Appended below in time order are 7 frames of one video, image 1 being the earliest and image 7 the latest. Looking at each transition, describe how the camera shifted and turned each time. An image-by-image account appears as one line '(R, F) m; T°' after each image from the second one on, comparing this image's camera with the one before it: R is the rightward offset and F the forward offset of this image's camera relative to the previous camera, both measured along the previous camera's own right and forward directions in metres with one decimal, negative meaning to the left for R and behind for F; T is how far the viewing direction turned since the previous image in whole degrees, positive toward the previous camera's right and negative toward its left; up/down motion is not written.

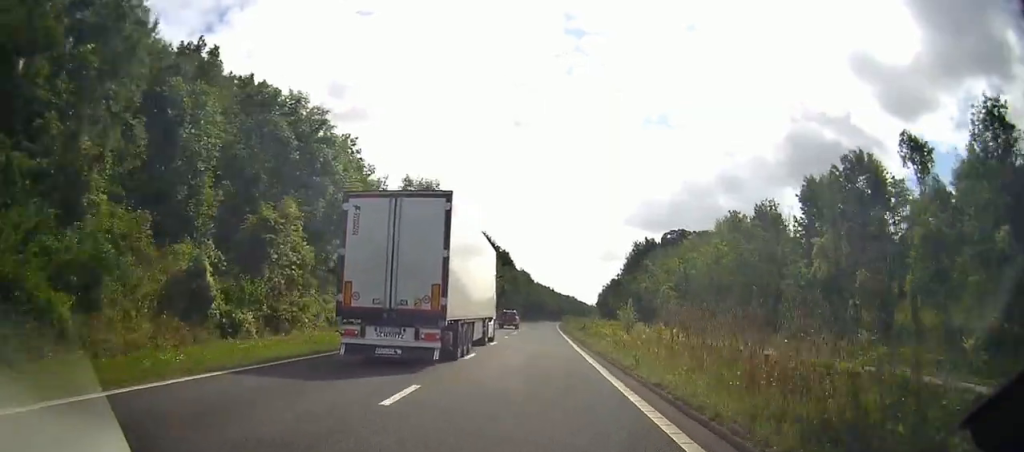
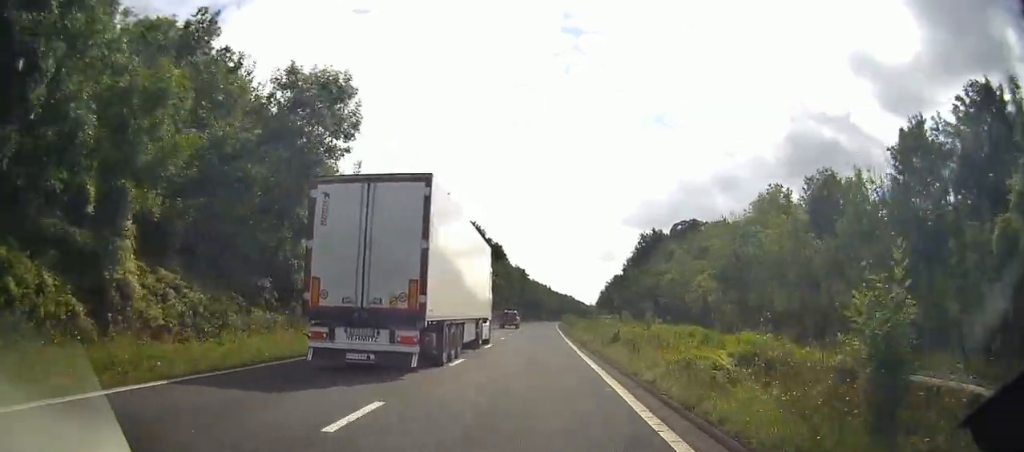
(0.0, +19.1) m; 0°
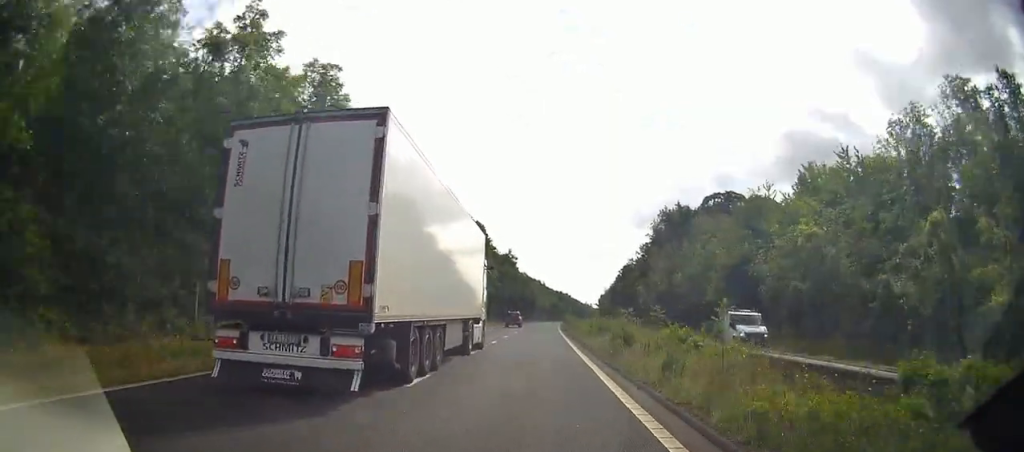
(+0.2, +39.0) m; 0°
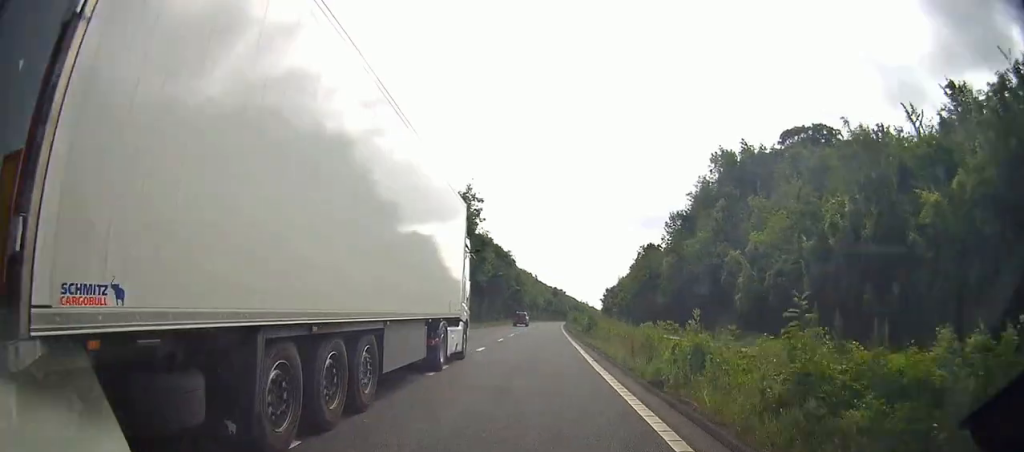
(+0.6, +50.1) m; +1°
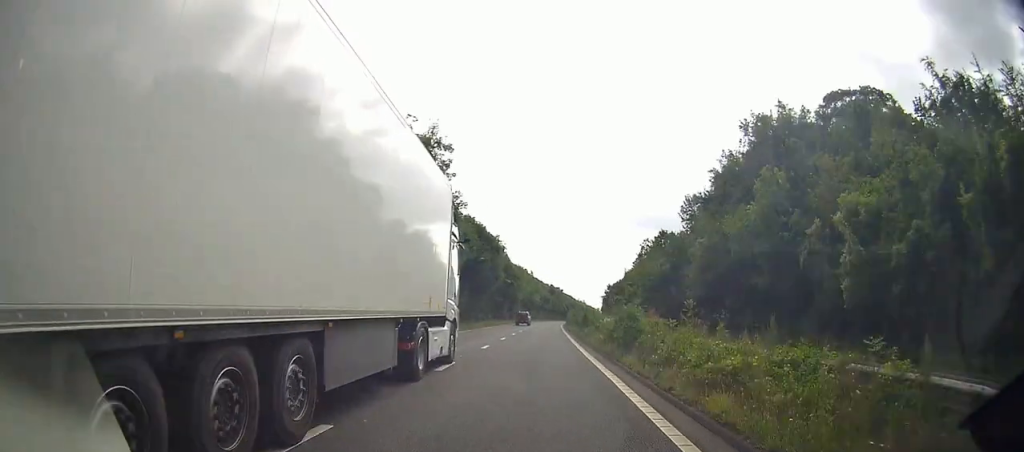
(0.0, +16.7) m; 0°
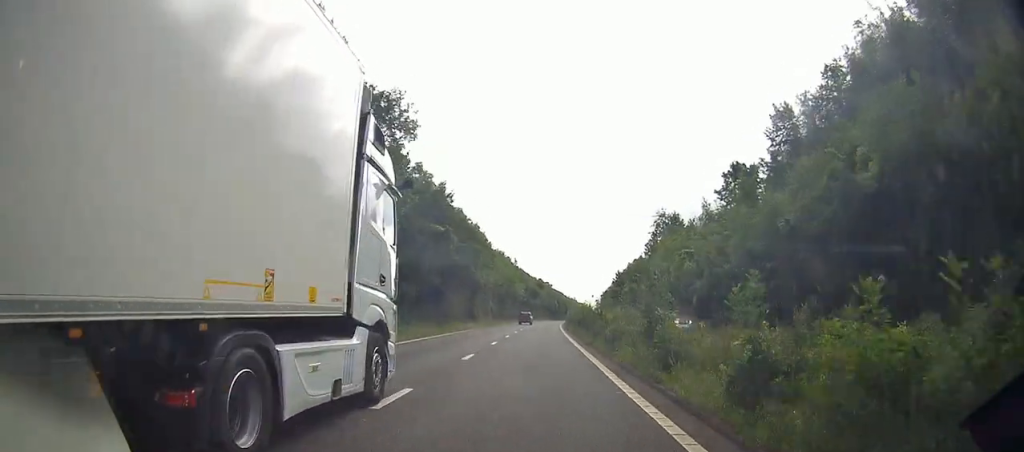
(+0.5, +48.7) m; +1°
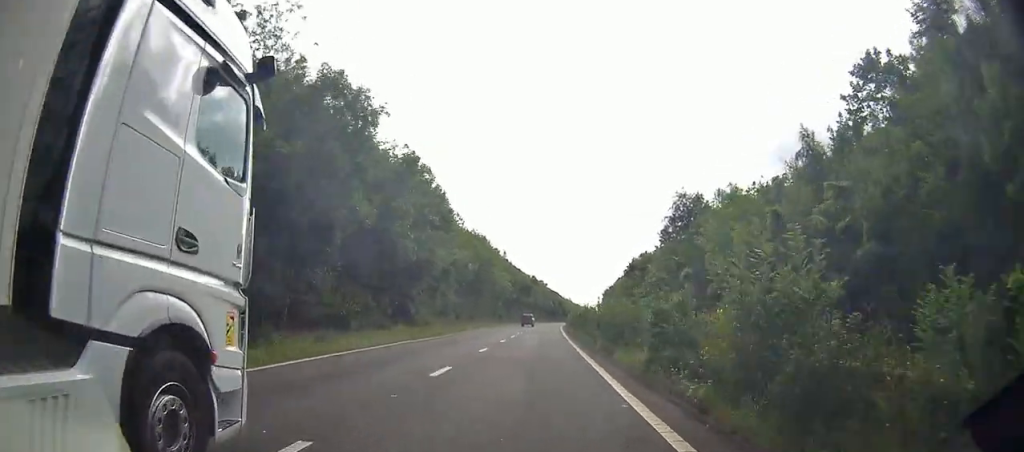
(-0.1, +30.2) m; +1°
